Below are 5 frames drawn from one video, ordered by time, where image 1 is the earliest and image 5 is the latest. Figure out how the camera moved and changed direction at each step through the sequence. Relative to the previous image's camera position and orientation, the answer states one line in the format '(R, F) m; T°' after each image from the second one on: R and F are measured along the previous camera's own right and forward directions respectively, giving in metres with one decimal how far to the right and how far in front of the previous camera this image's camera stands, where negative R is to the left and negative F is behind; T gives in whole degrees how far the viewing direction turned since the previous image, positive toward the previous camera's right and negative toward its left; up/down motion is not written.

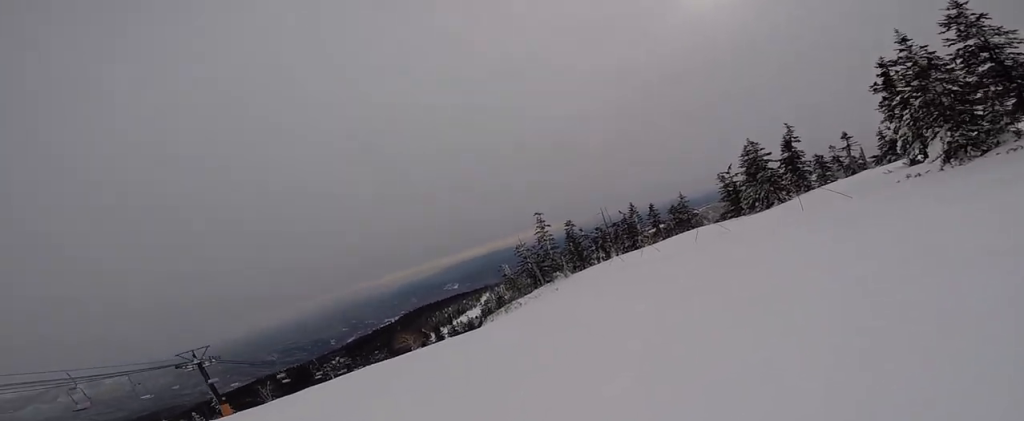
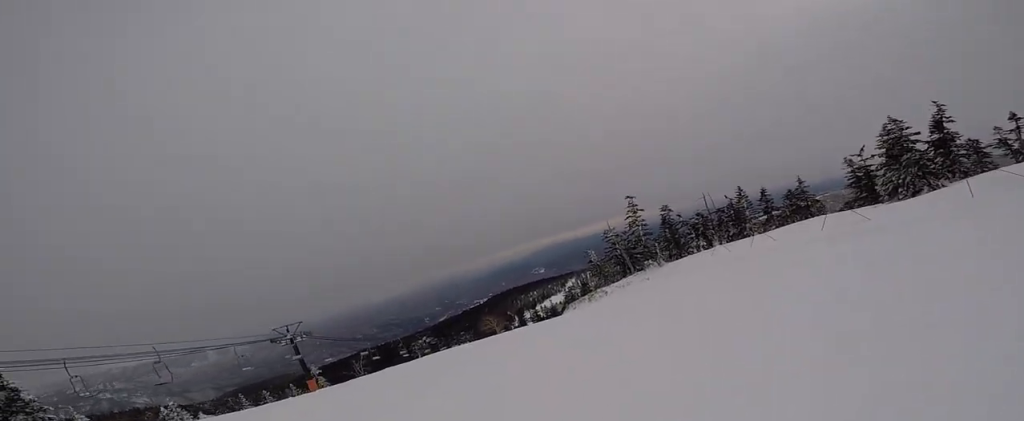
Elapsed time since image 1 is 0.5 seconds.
(-0.7, +2.3) m; -13°
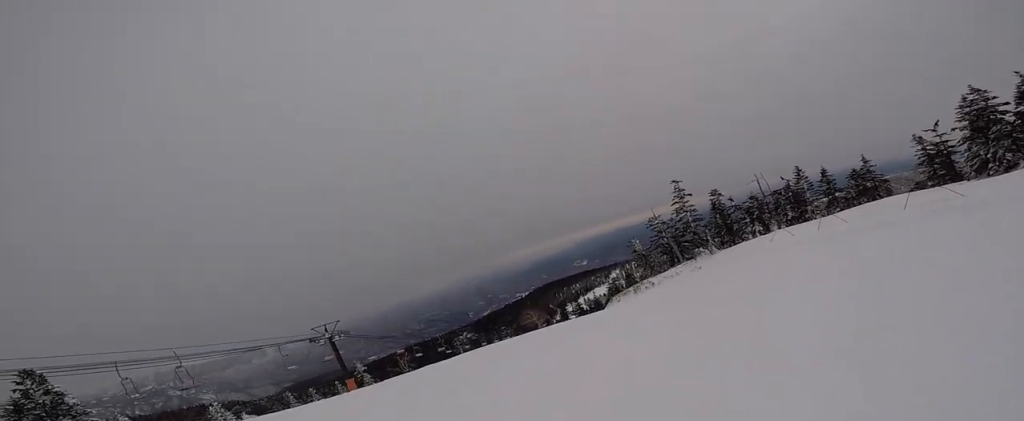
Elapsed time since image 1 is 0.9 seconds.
(-0.2, +2.1) m; -6°
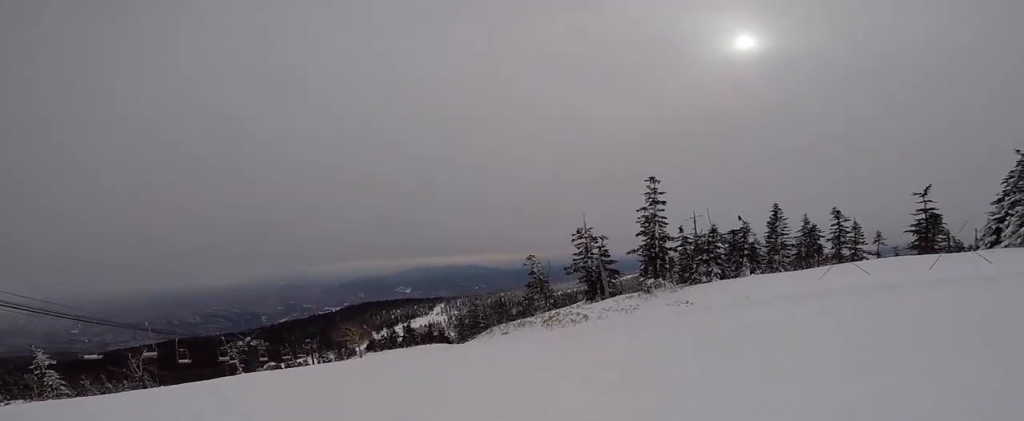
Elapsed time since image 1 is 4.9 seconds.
(+5.9, +19.7) m; +14°
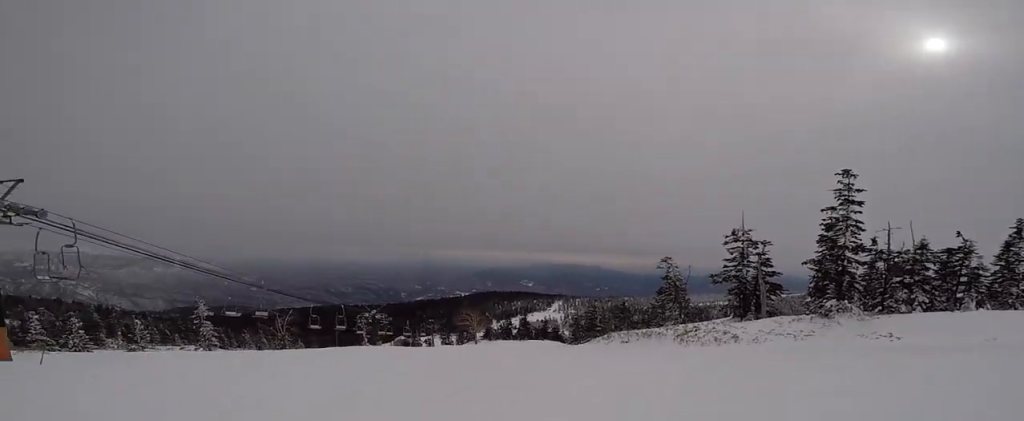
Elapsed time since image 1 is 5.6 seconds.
(-0.8, +3.7) m; -11°
